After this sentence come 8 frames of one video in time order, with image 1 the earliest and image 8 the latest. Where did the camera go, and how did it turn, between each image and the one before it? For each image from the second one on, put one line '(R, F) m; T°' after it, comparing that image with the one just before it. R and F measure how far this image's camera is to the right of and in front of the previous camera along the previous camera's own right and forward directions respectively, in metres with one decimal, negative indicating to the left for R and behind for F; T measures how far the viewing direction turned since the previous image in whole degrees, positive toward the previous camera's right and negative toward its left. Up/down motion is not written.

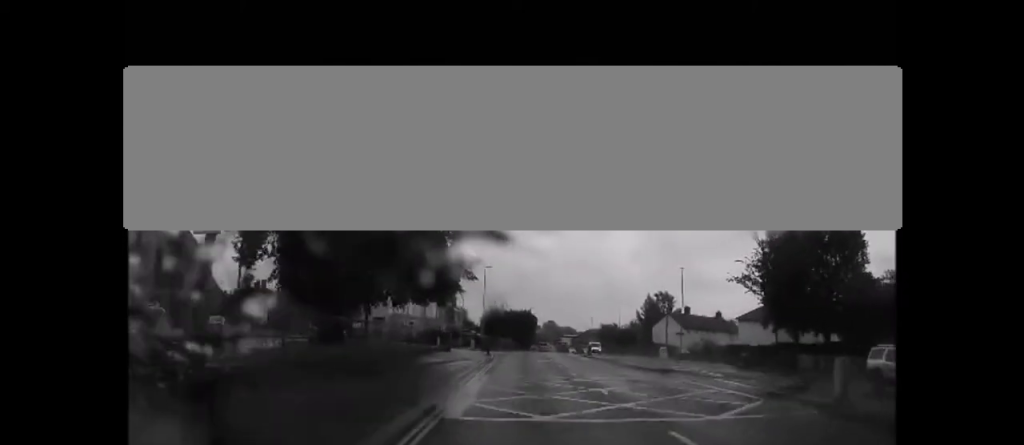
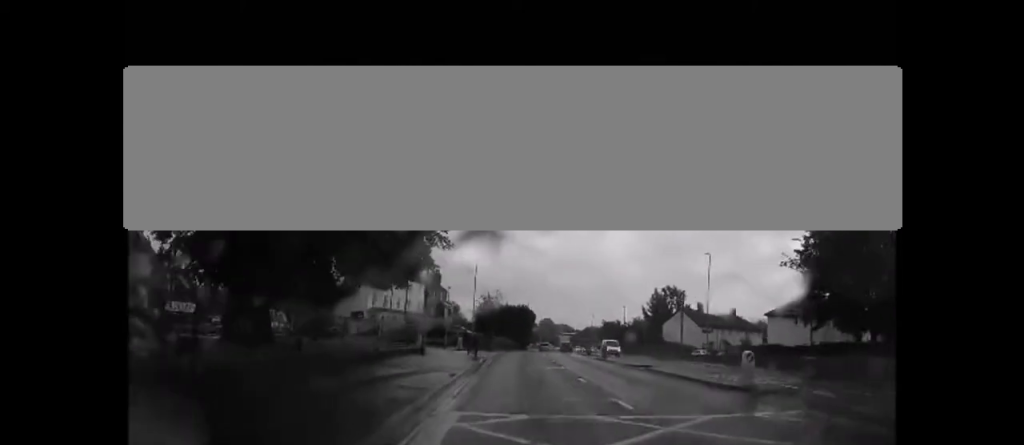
(0.0, +8.8) m; +1°
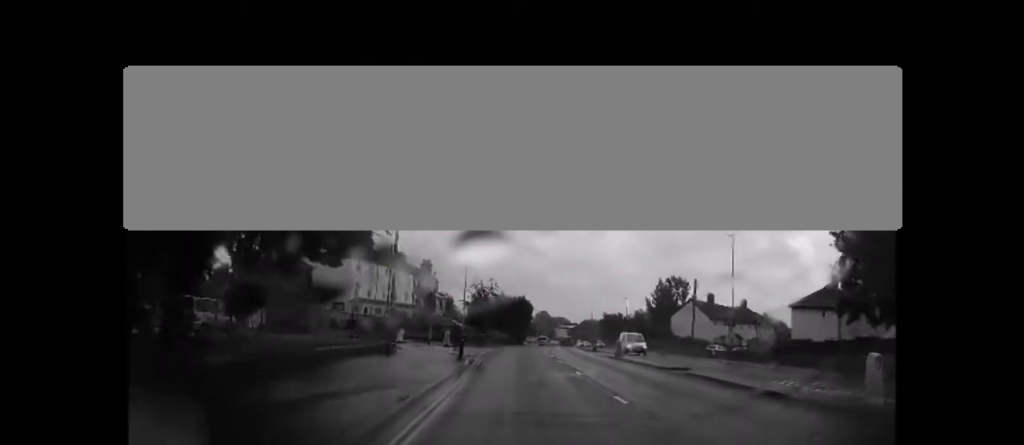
(+0.3, +6.1) m; 0°
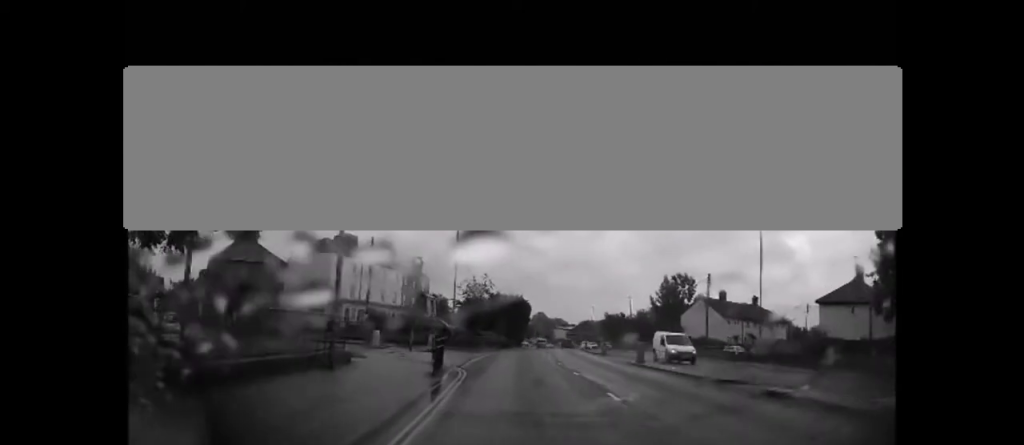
(+0.2, +5.6) m; 0°
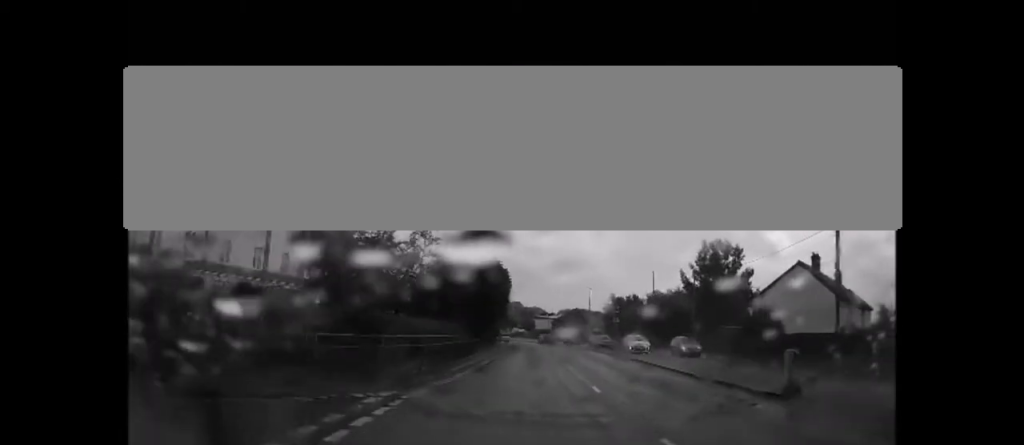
(0.0, +28.8) m; +3°
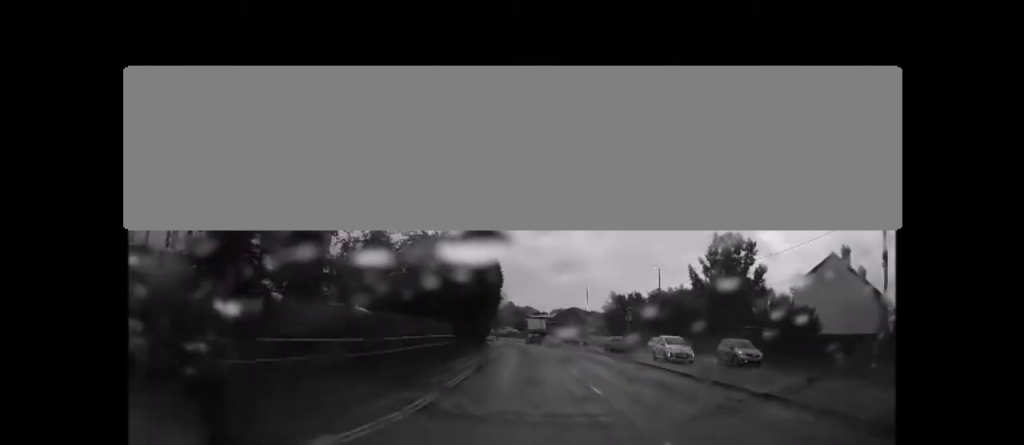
(+0.1, +6.1) m; +1°
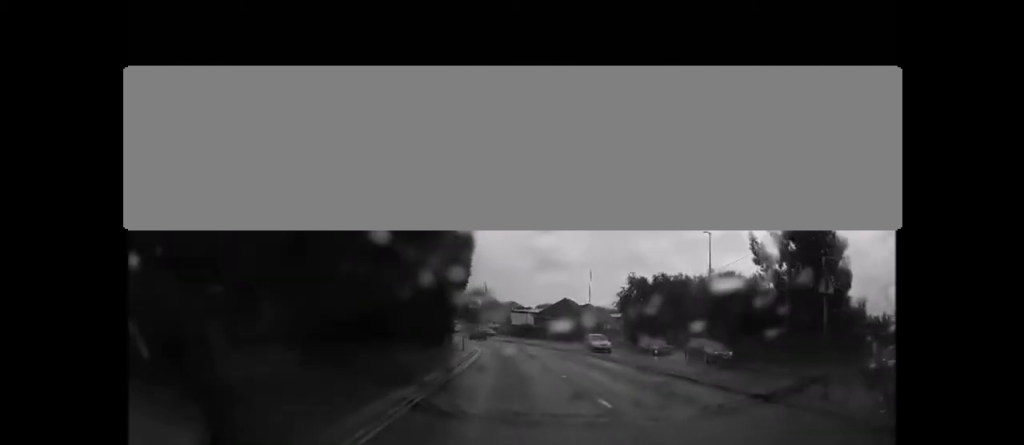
(+0.5, +20.7) m; +3°
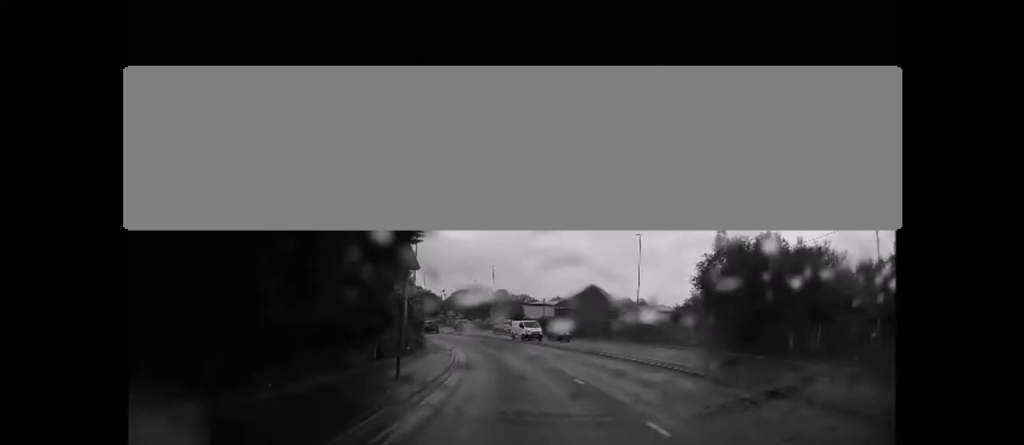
(-0.1, +21.1) m; -3°
